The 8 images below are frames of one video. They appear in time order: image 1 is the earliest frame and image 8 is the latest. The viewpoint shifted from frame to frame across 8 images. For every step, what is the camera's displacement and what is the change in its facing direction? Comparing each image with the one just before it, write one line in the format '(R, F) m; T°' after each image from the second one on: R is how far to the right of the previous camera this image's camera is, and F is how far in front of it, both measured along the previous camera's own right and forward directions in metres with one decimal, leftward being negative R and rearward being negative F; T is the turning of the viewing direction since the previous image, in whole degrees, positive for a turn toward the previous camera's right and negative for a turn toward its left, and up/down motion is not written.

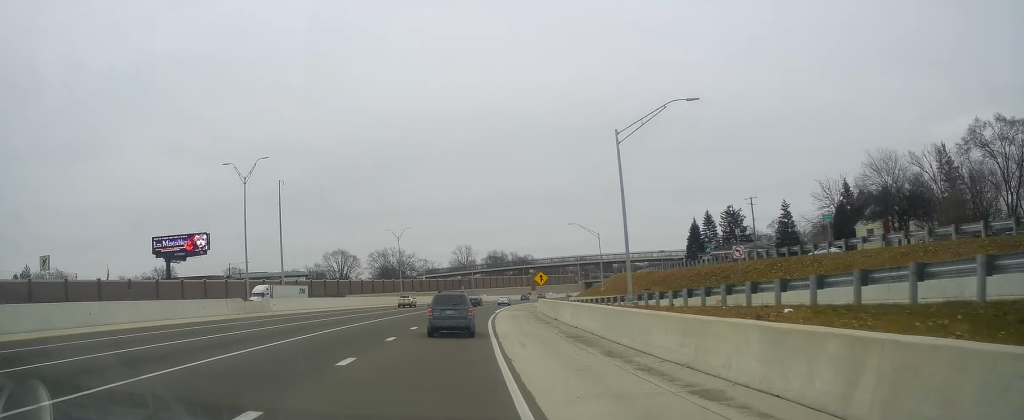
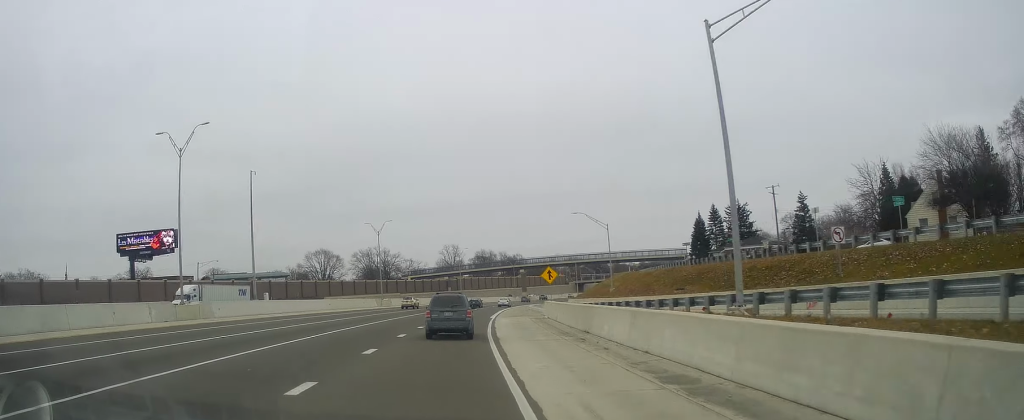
(+0.1, +12.3) m; +1°
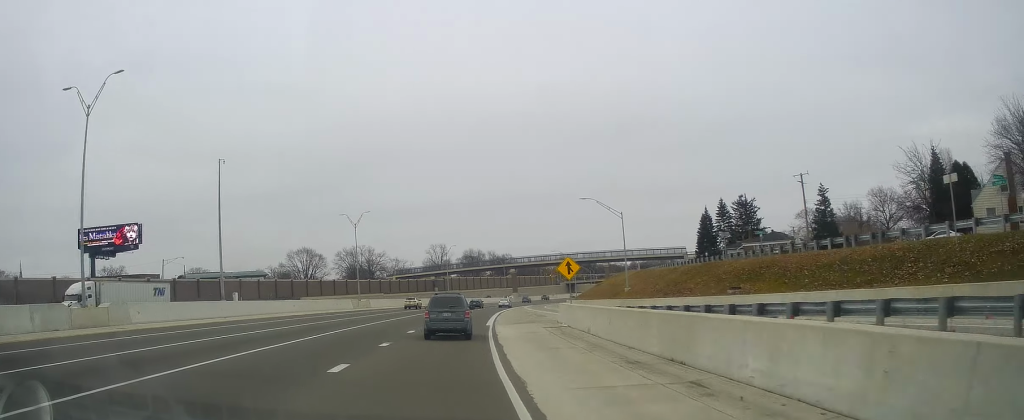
(-0.1, +12.3) m; +1°
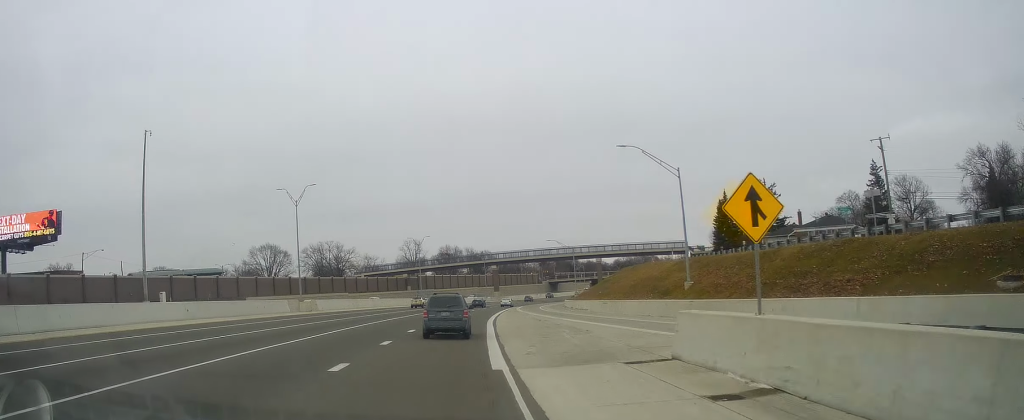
(+0.7, +23.2) m; +2°
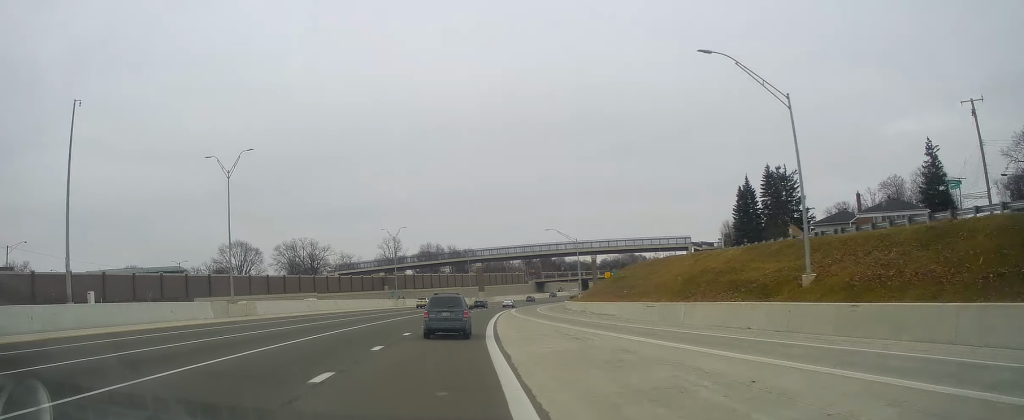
(+0.3, +17.4) m; +2°
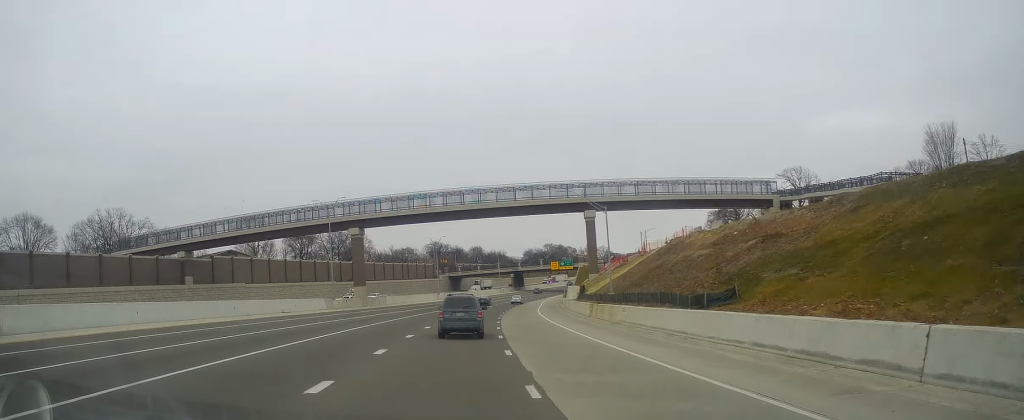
(+7.2, +91.9) m; +9°
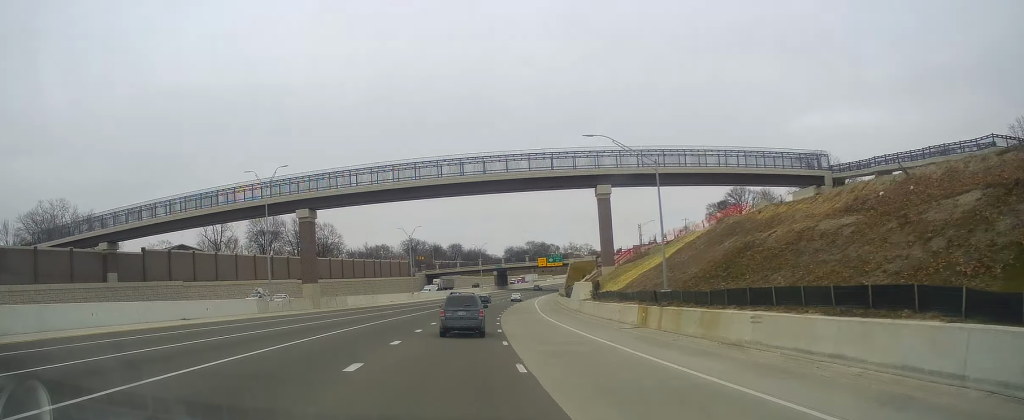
(+0.4, +19.3) m; +2°
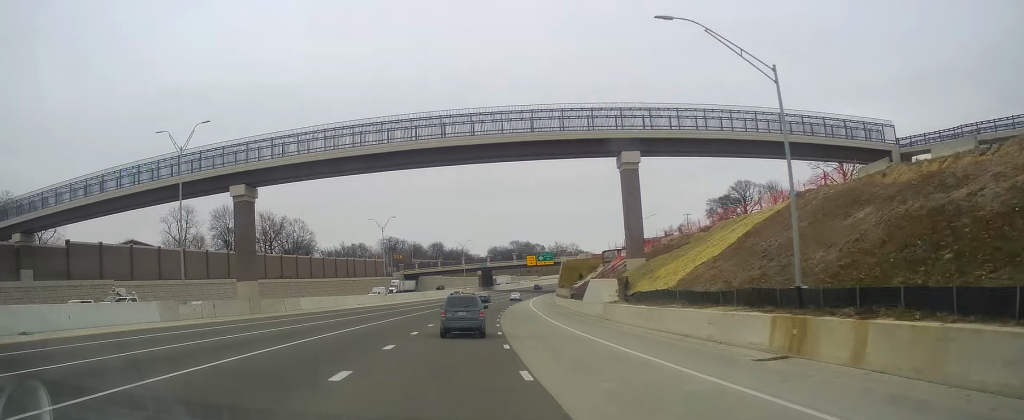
(+0.5, +16.6) m; +1°
